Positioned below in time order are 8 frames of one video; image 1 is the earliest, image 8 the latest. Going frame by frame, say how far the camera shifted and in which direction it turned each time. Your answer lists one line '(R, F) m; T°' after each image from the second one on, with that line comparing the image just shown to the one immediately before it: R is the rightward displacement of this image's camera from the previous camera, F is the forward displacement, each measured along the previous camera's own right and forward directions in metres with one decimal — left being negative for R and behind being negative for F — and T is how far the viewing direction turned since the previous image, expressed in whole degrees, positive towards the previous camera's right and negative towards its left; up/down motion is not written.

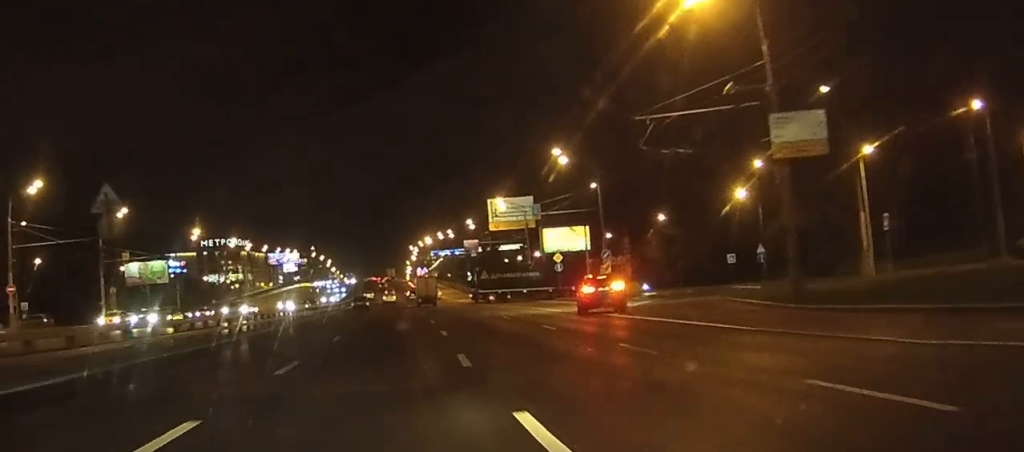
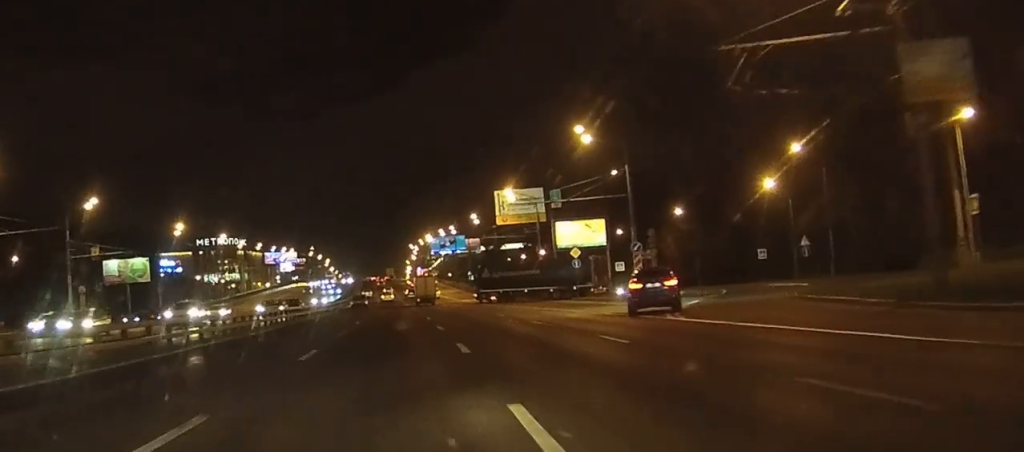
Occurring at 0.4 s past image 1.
(0.0, +8.9) m; 0°
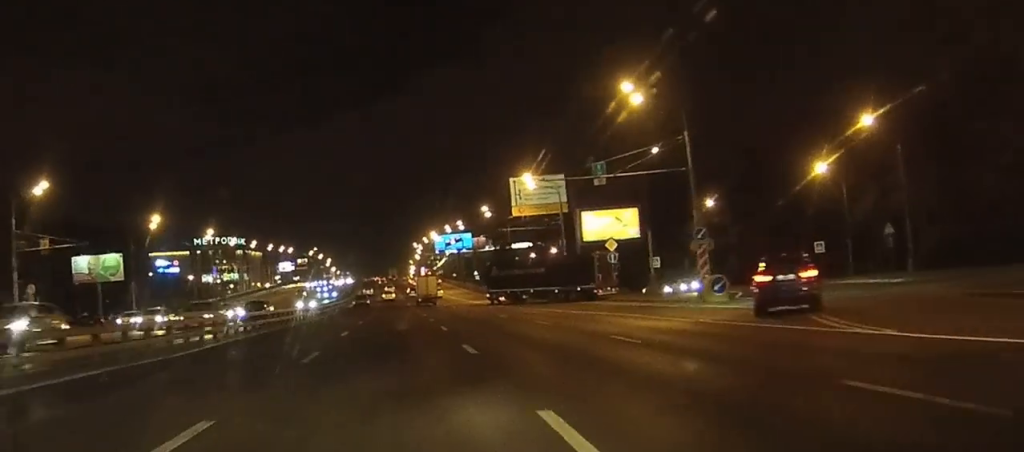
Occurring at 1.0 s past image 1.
(0.0, +12.3) m; 0°
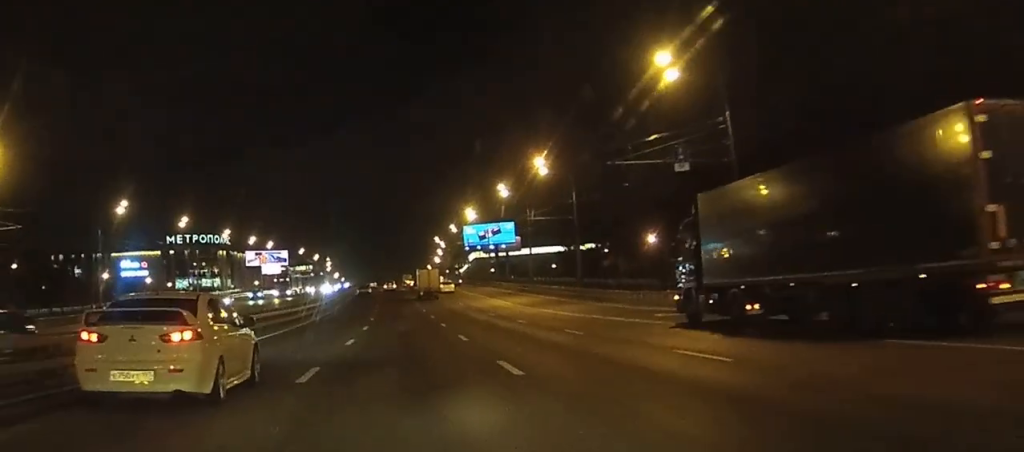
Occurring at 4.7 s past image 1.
(-0.9, +76.4) m; -1°
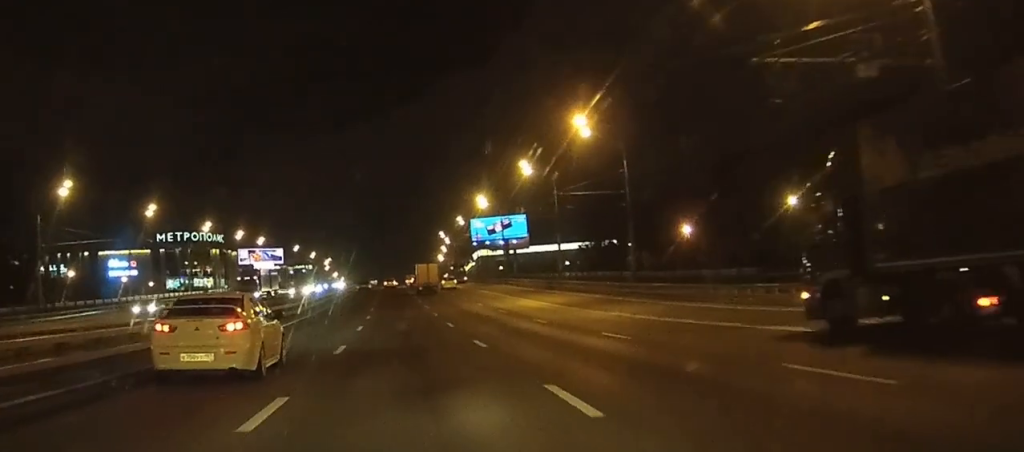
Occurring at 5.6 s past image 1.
(-0.1, +17.3) m; 0°
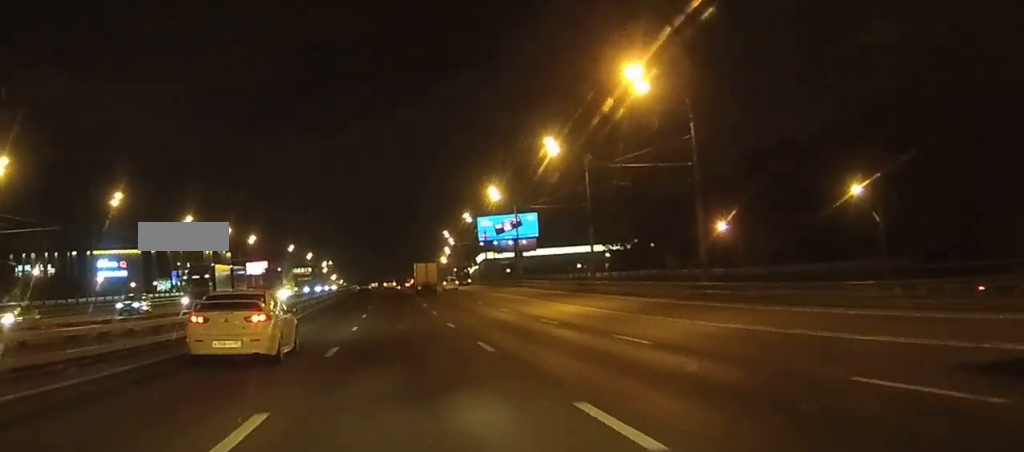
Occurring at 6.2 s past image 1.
(0.0, +13.9) m; 0°
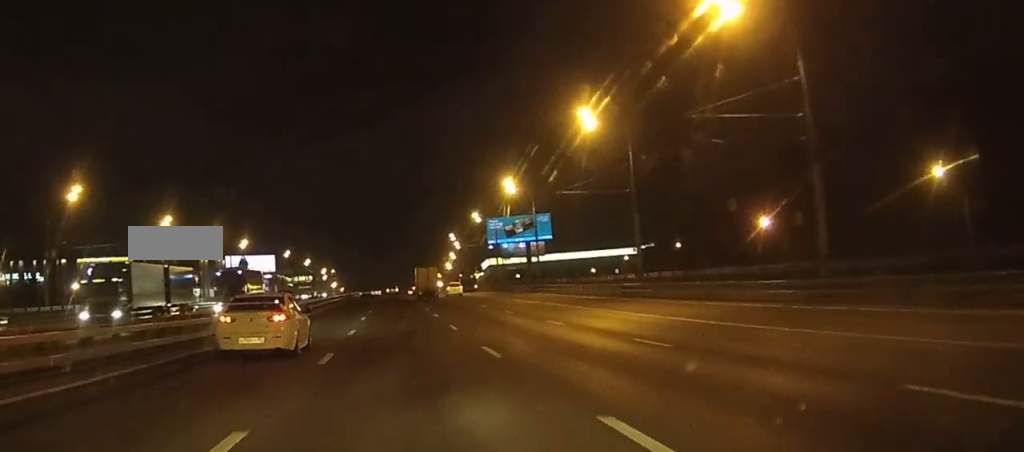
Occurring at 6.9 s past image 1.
(0.0, +13.2) m; 0°
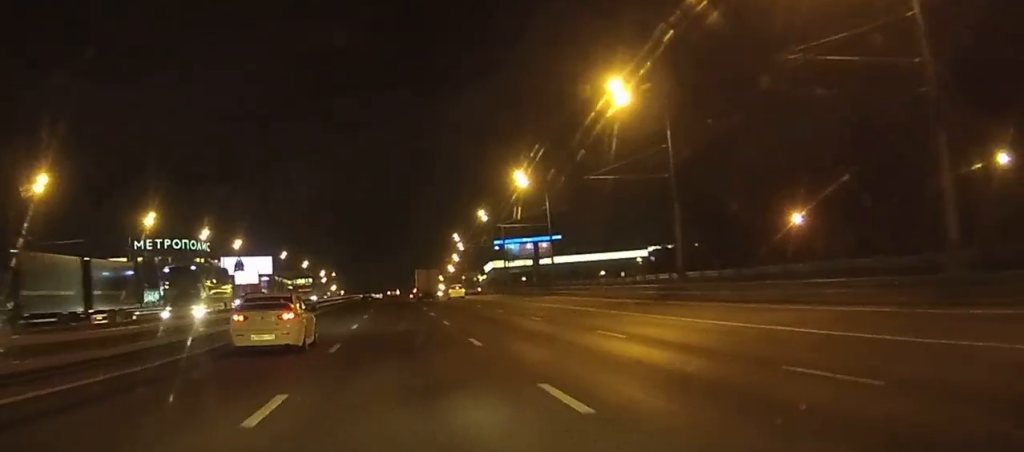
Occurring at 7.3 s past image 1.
(0.0, +8.4) m; 0°
